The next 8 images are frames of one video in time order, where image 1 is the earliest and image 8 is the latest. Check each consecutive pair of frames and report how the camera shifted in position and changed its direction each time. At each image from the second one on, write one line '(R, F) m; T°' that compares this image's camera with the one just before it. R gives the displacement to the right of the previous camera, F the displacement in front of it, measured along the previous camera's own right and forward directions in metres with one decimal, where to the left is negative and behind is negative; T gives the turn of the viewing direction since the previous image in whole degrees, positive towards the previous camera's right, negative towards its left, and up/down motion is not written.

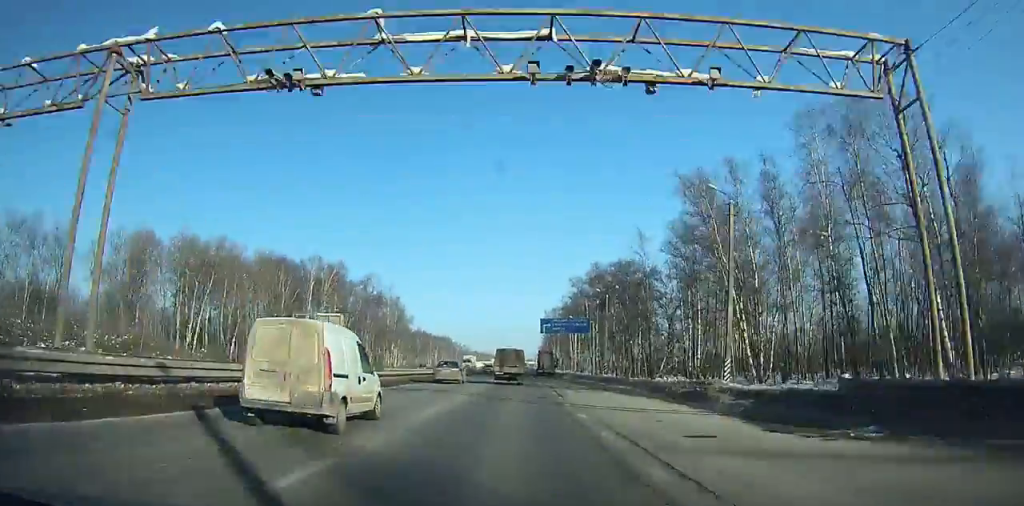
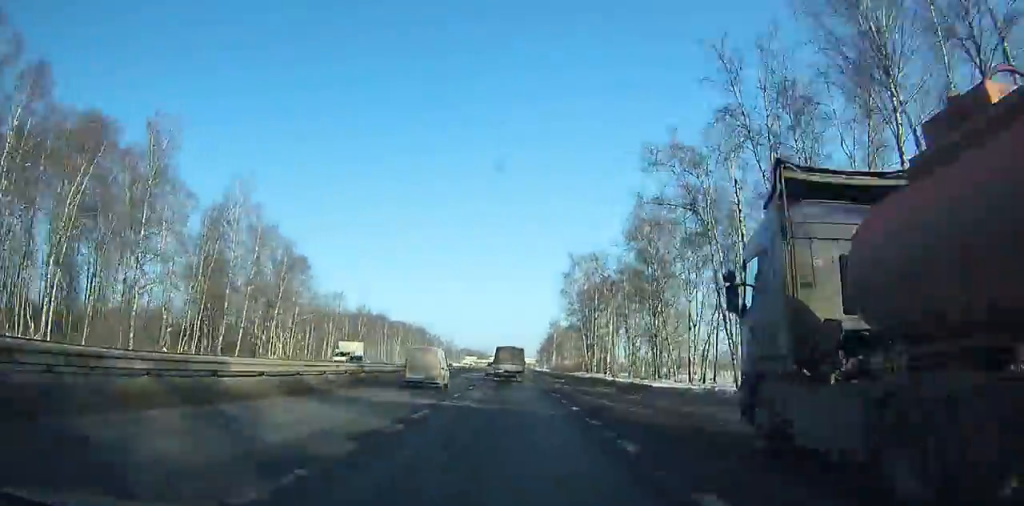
(-0.3, +93.0) m; +1°
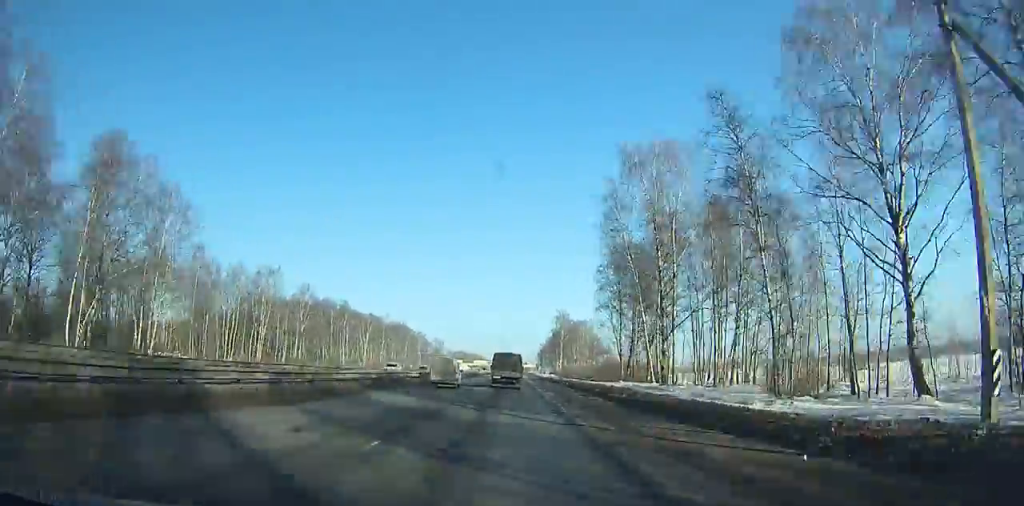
(-2.2, +44.7) m; +4°
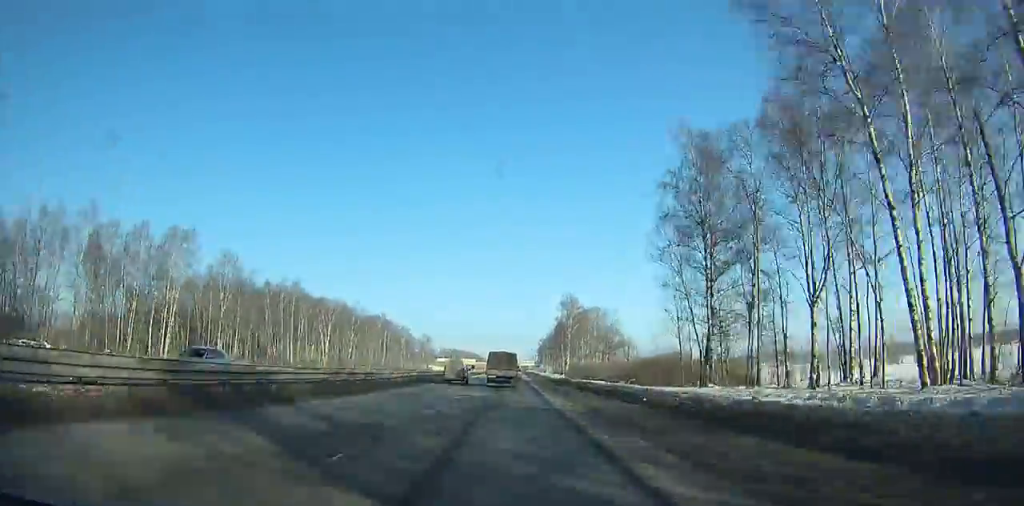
(+3.8, +34.2) m; -1°
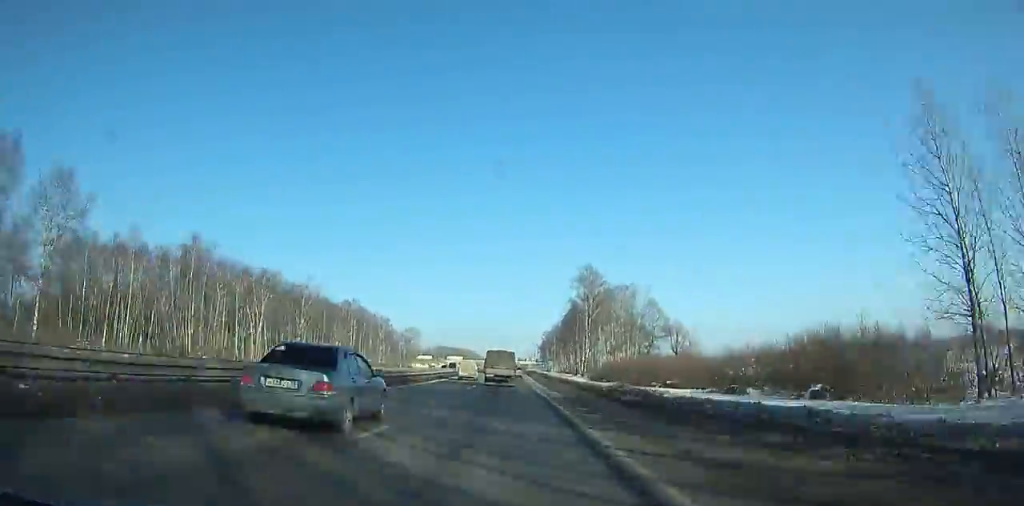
(+3.8, +38.5) m; -2°
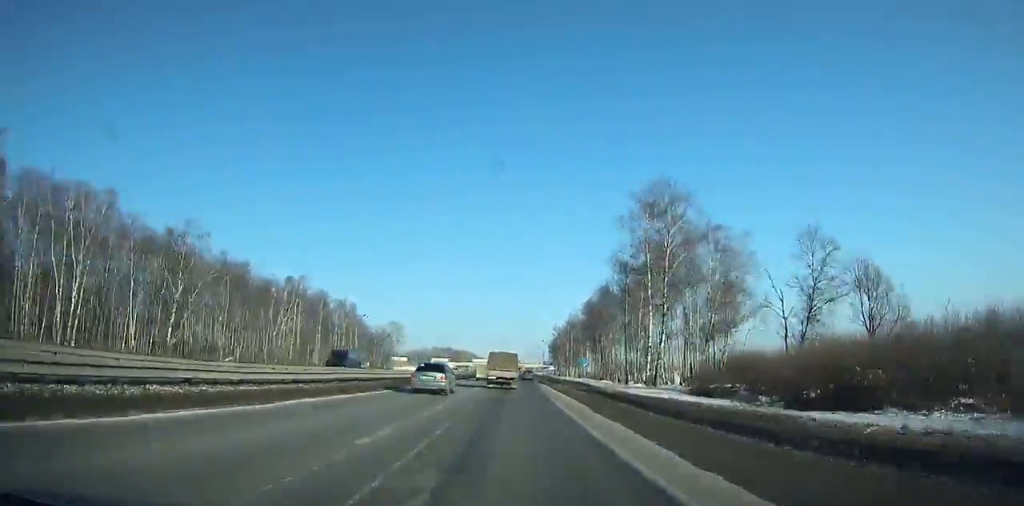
(-7.7, +49.2) m; -5°
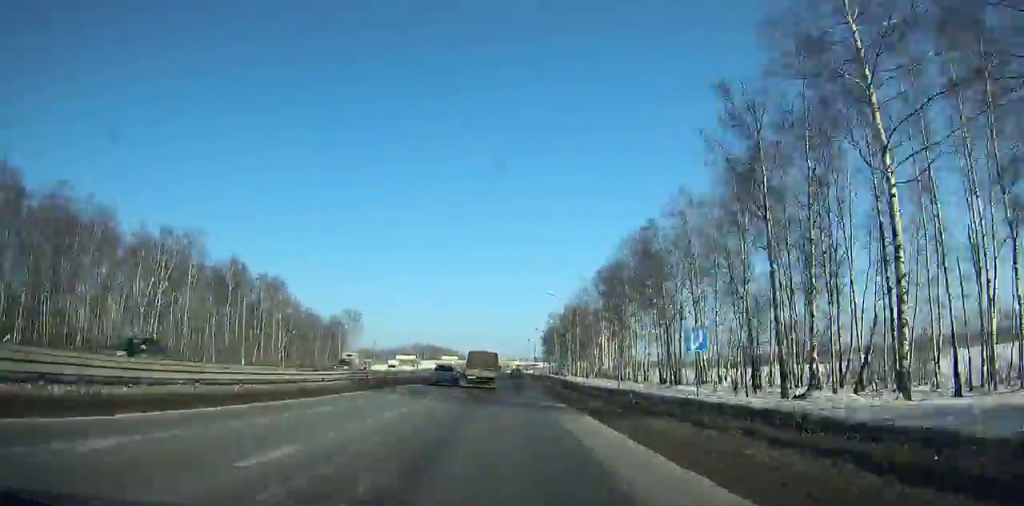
(+0.5, +42.6) m; +1°
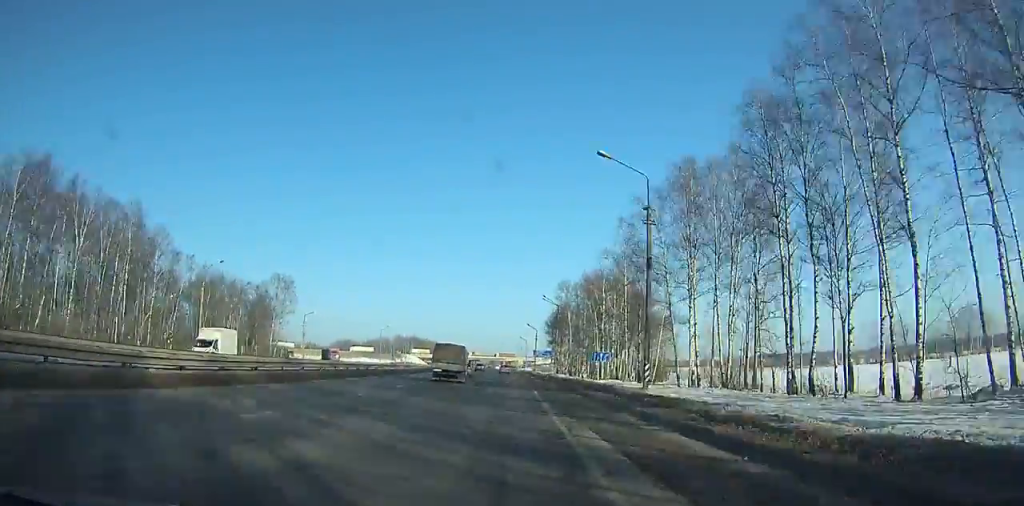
(+1.6, +52.4) m; +2°
